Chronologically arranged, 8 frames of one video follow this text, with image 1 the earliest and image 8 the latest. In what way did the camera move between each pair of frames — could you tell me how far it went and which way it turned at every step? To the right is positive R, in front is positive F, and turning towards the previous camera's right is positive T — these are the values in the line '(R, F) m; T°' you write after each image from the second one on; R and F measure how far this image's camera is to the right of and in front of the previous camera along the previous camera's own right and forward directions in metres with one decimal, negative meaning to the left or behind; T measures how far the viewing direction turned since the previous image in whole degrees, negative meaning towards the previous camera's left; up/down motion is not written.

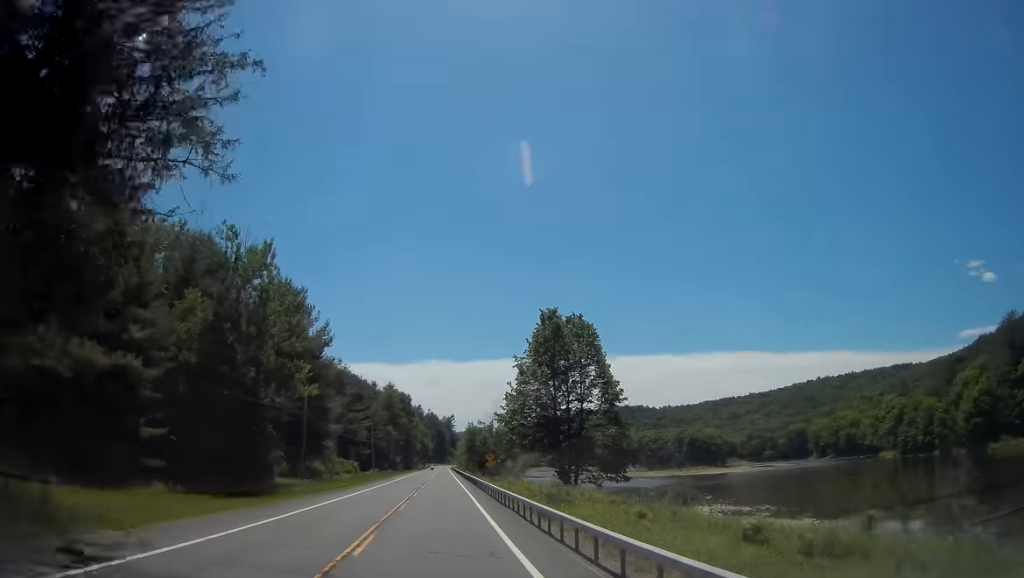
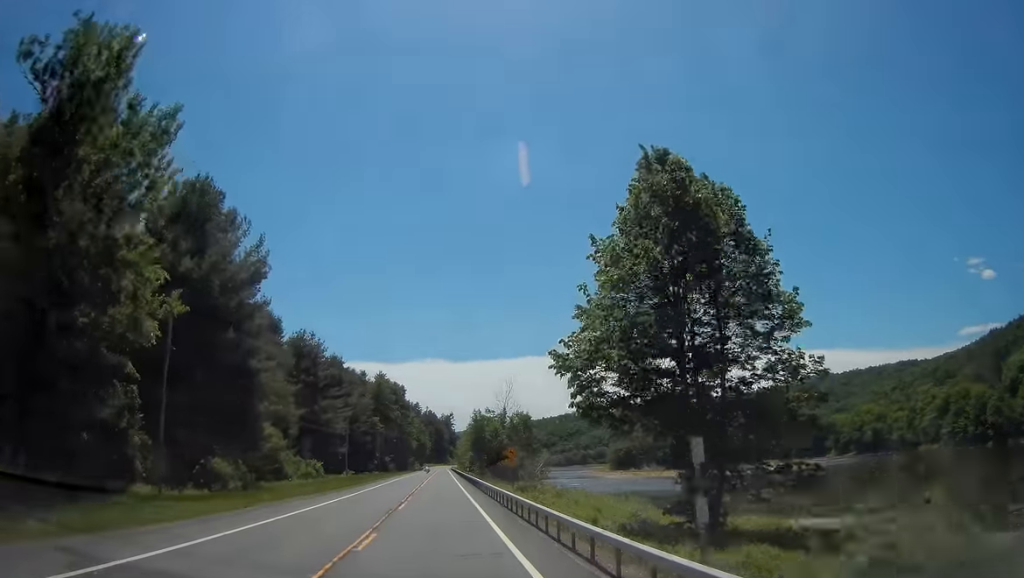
(+0.1, +23.6) m; +1°
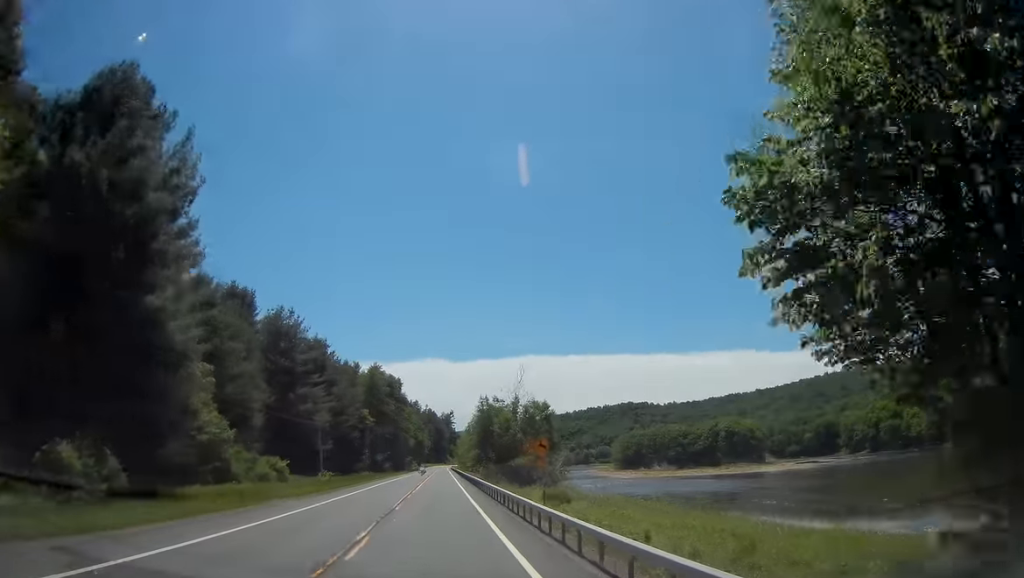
(0.0, +13.6) m; 0°
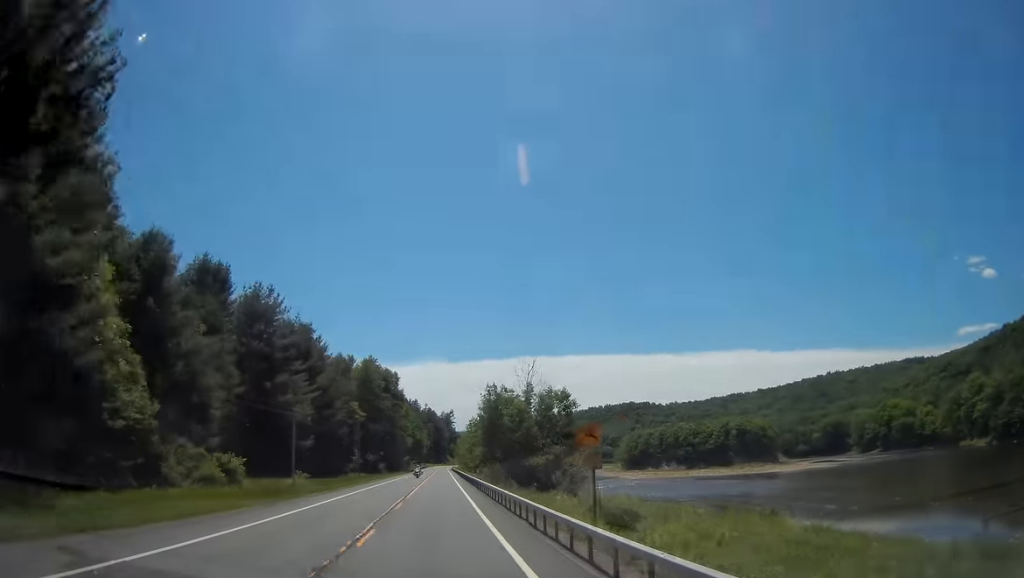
(0.0, +10.3) m; 0°
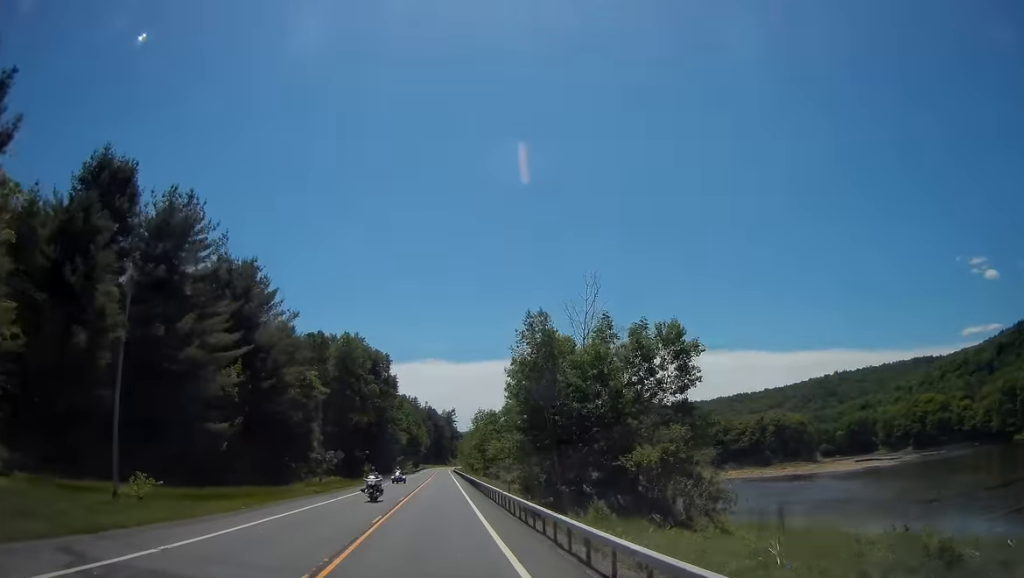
(-0.2, +25.6) m; 0°
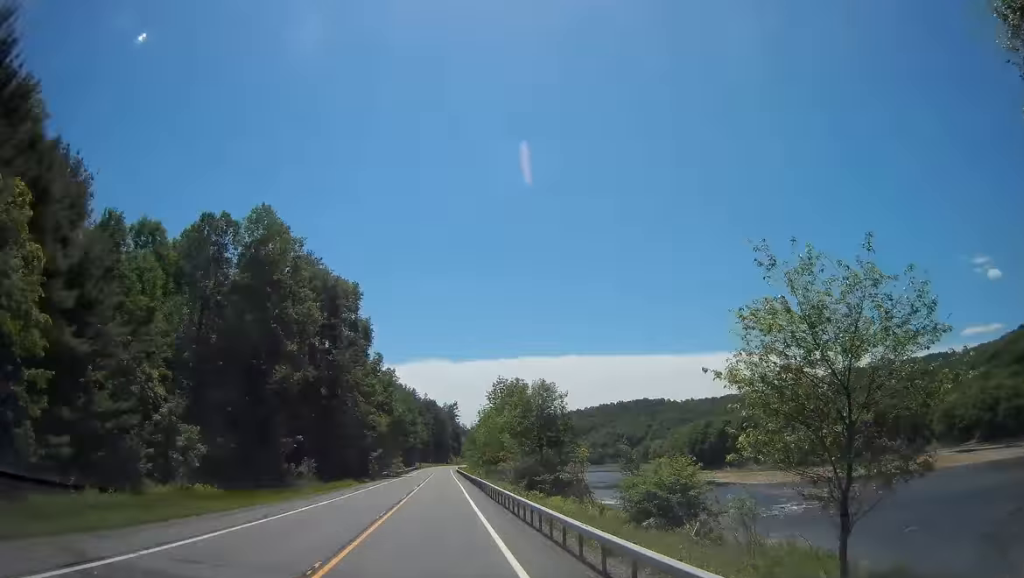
(+0.2, +47.0) m; 0°
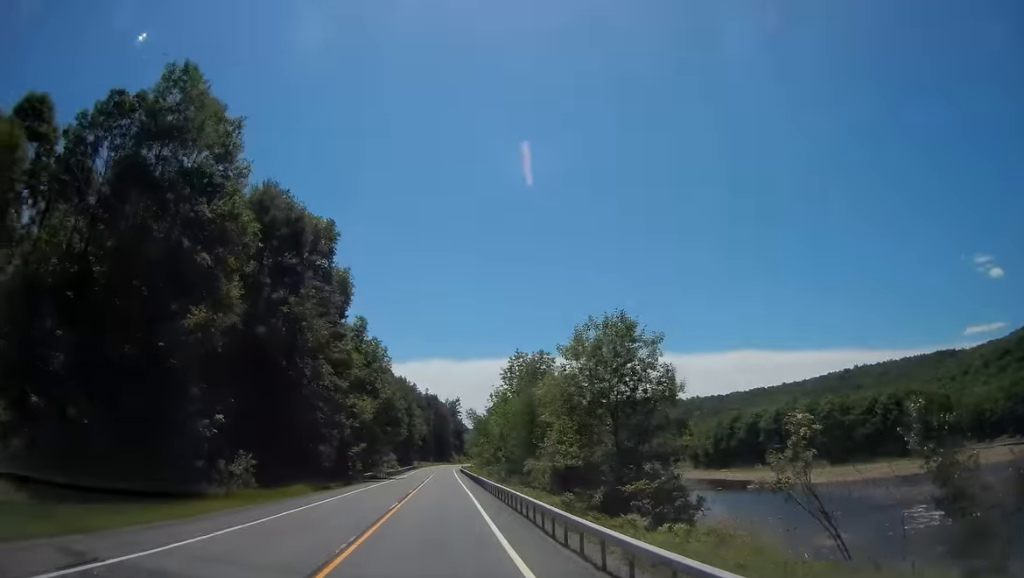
(0.0, +19.6) m; -1°
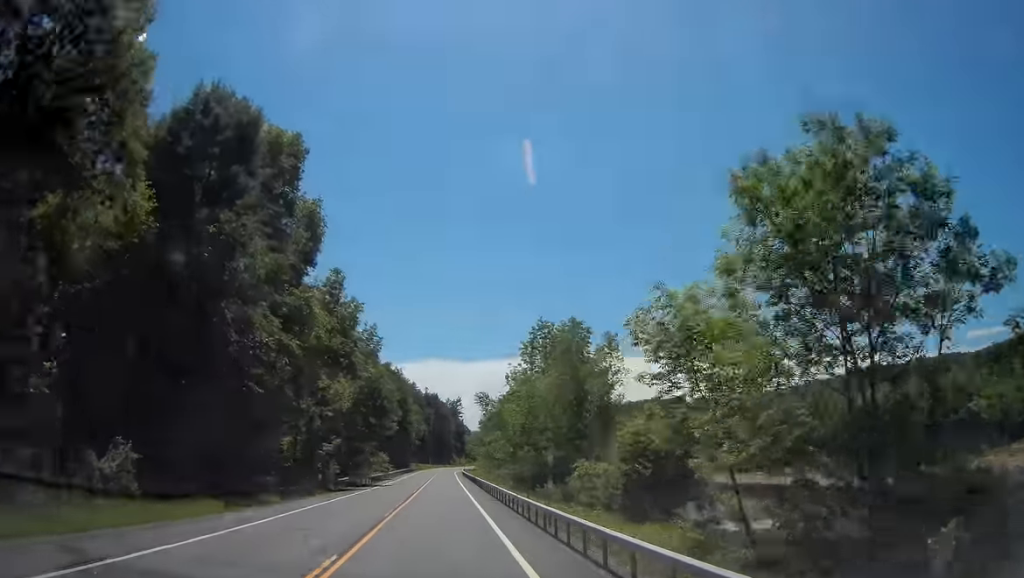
(-0.2, +16.2) m; 0°
